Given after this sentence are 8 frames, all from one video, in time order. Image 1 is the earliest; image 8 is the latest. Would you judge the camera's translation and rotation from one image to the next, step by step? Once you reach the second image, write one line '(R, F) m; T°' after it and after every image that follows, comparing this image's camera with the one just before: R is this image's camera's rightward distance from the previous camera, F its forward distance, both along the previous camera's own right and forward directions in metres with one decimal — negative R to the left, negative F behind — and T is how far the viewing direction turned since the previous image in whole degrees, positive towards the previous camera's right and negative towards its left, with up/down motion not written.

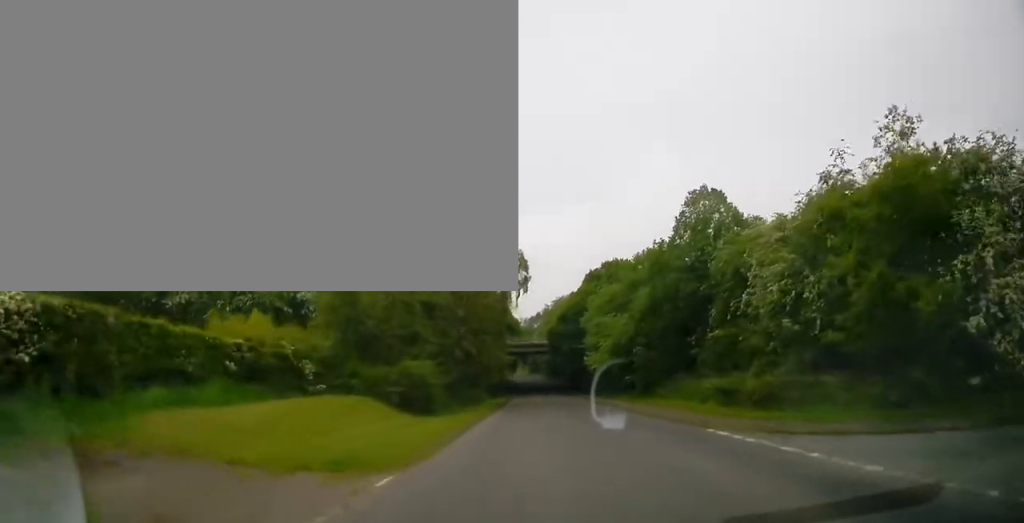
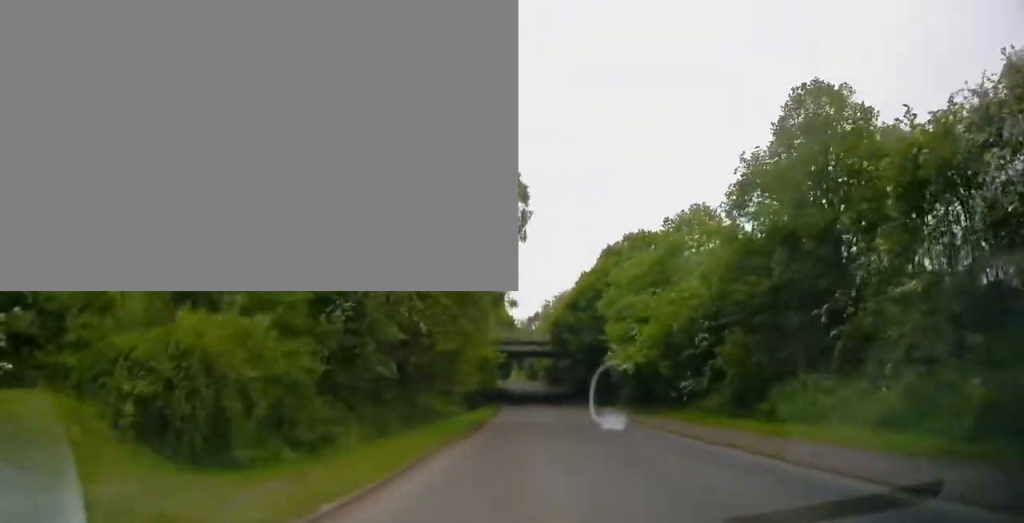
(+0.8, +15.7) m; +2°
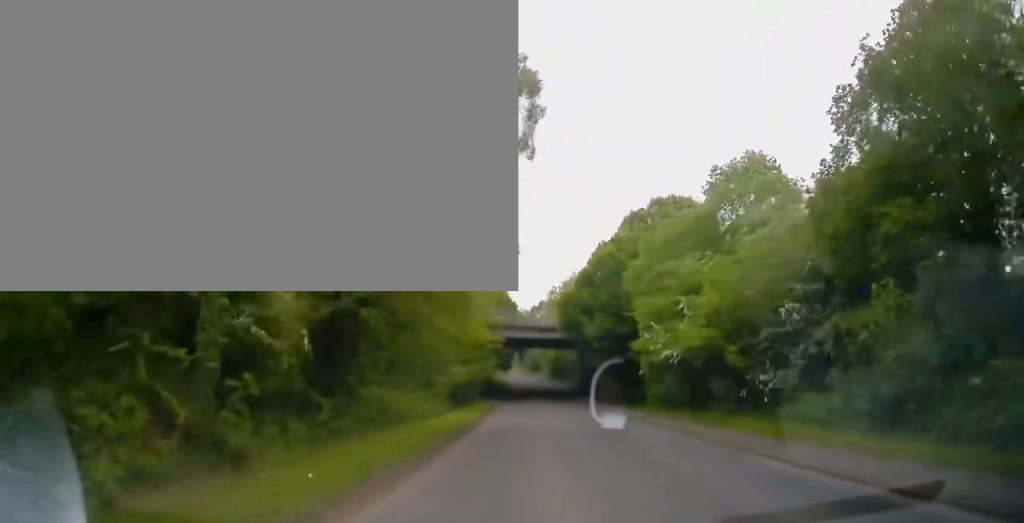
(0.0, +8.0) m; -2°
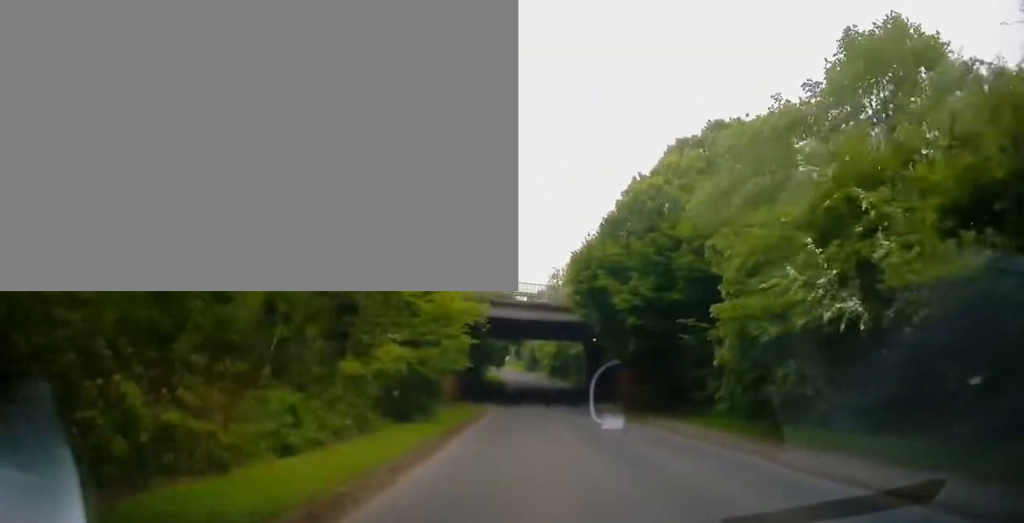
(-0.5, +12.9) m; -2°
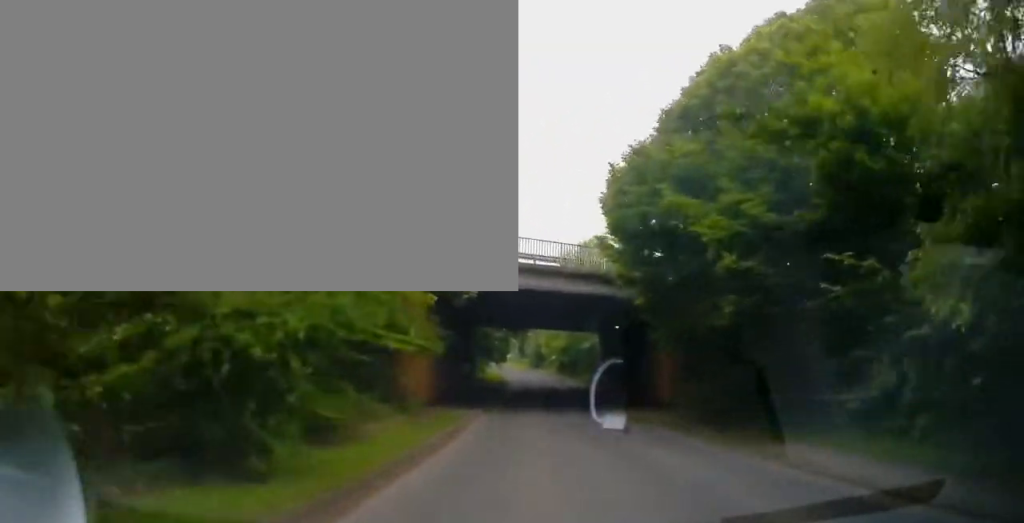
(0.0, +10.5) m; +2°
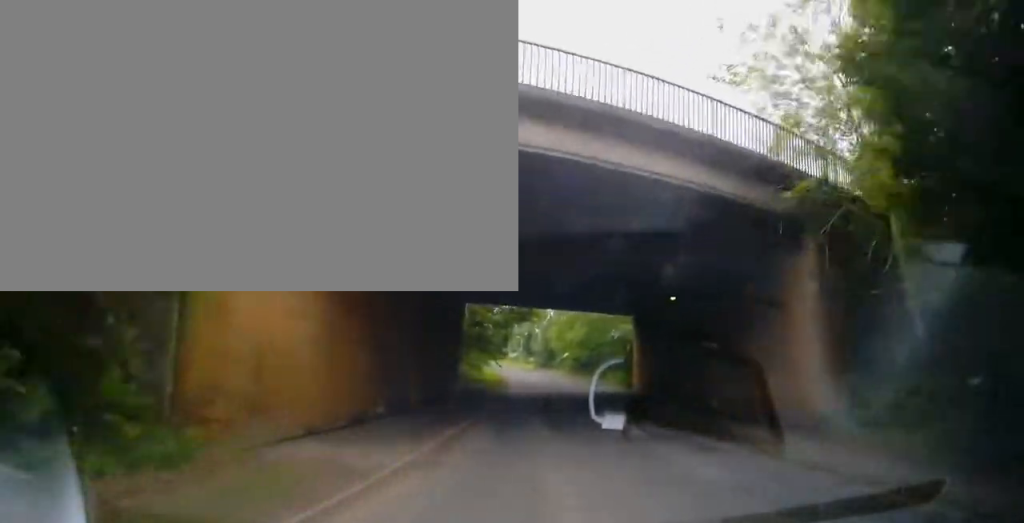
(+0.3, +15.1) m; 0°
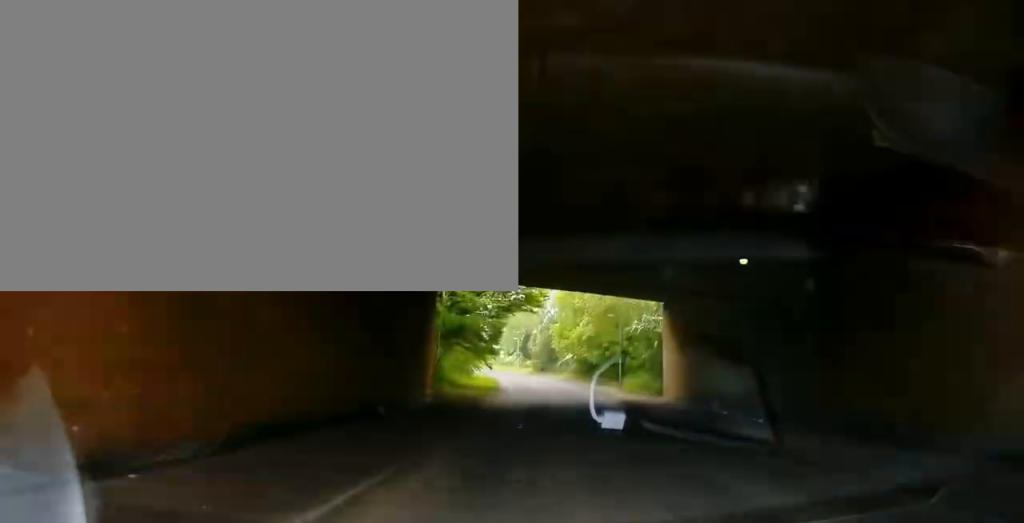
(-0.3, +10.2) m; 0°
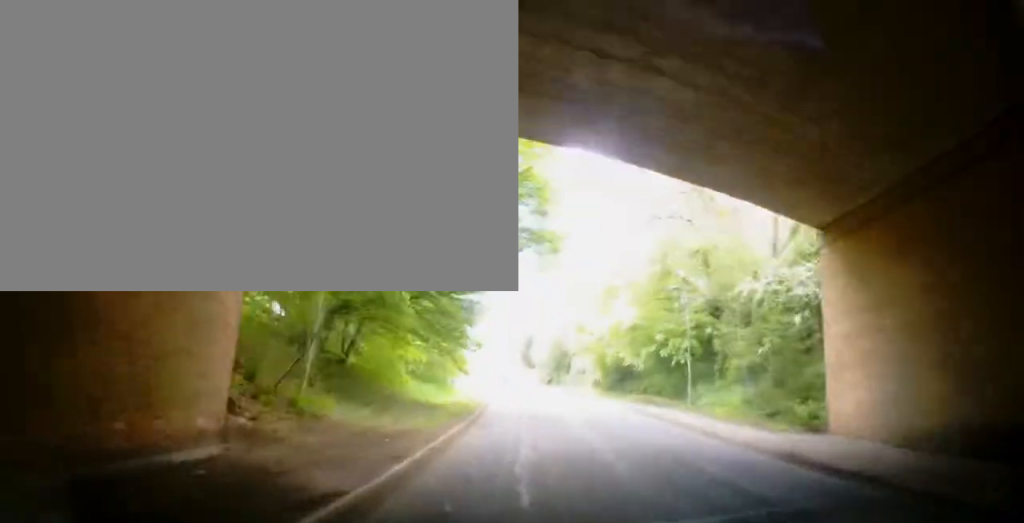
(+0.7, +17.9) m; -1°
